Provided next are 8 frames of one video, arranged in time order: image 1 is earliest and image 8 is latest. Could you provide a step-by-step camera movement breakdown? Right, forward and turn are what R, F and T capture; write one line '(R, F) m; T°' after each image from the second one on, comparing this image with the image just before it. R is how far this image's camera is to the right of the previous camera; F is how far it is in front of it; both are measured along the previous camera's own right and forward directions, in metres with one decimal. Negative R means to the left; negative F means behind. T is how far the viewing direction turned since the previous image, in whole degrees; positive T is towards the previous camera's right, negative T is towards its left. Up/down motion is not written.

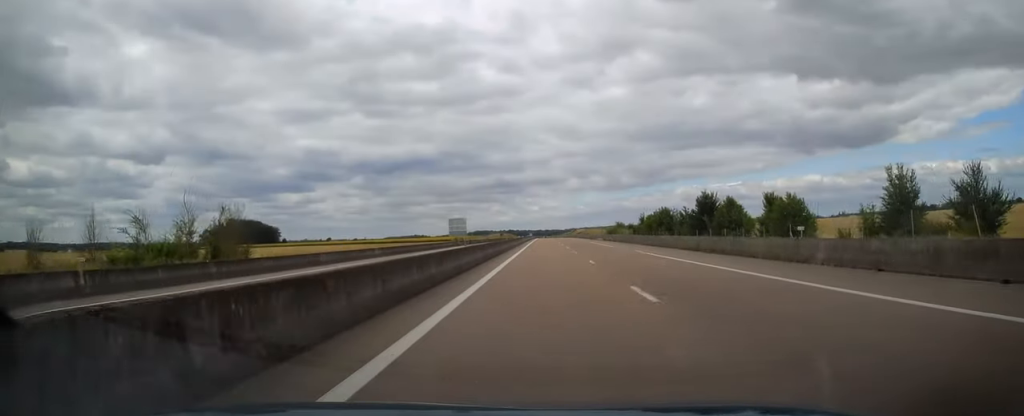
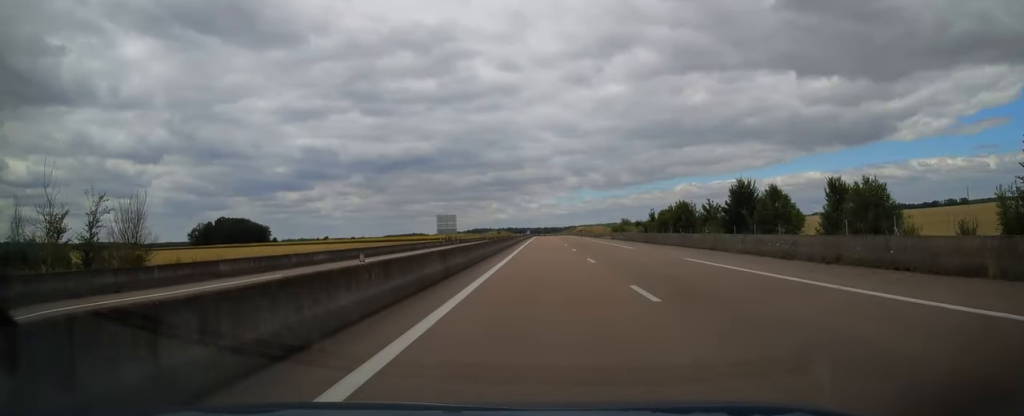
(+0.1, +13.2) m; 0°
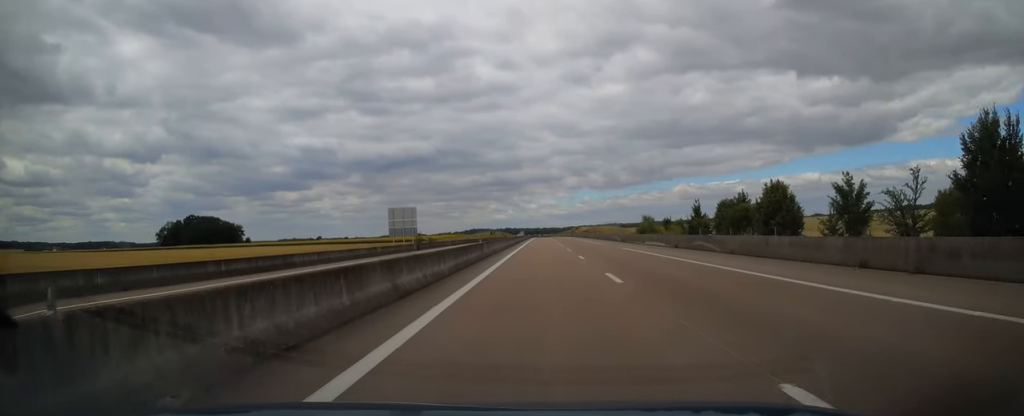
(0.0, +34.7) m; 0°
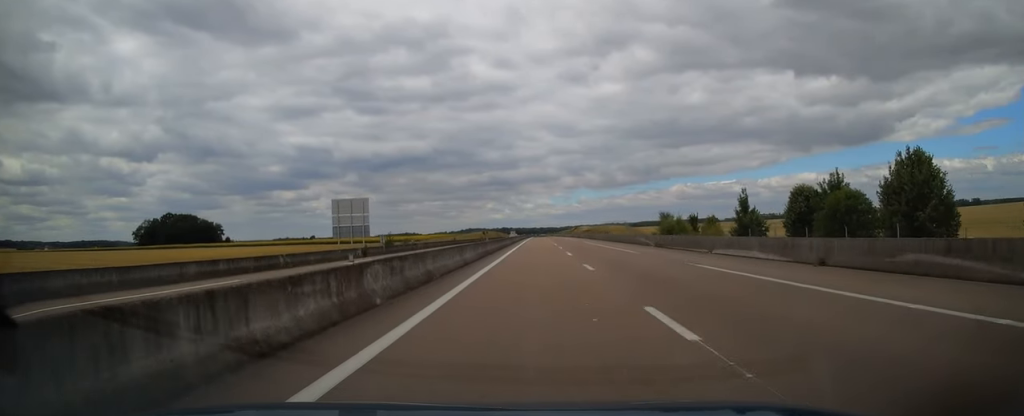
(0.0, +20.5) m; 0°
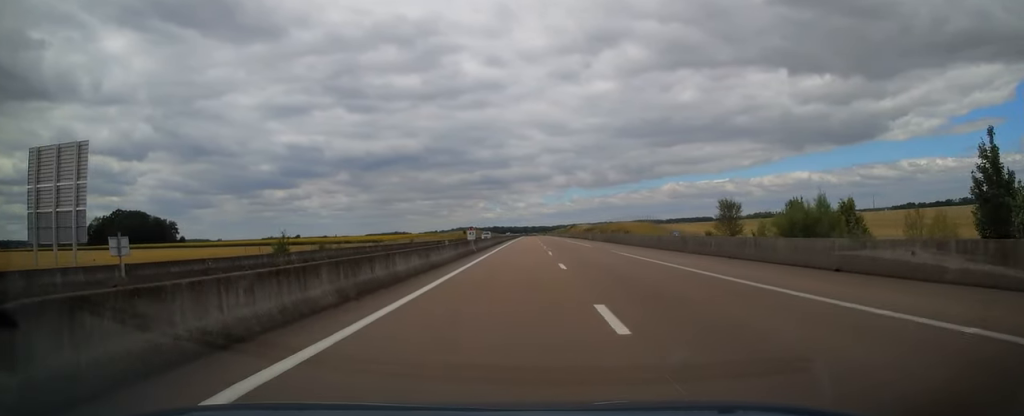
(+0.1, +38.1) m; +1°
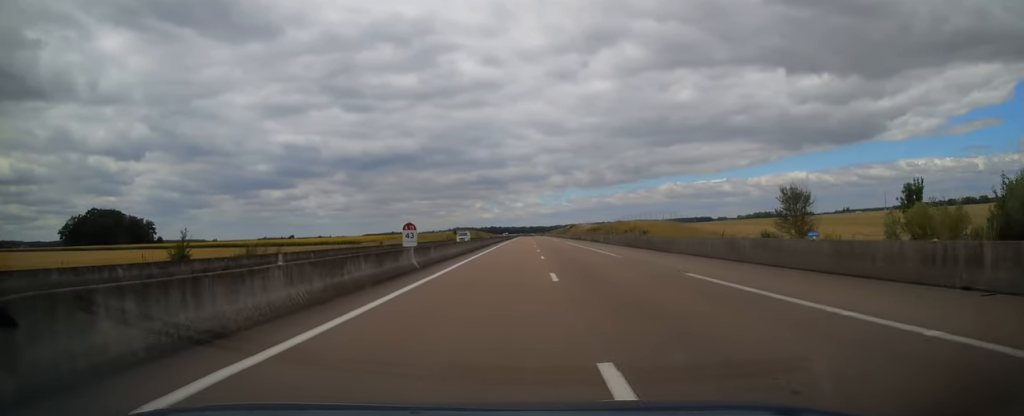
(+0.2, +17.6) m; +1°
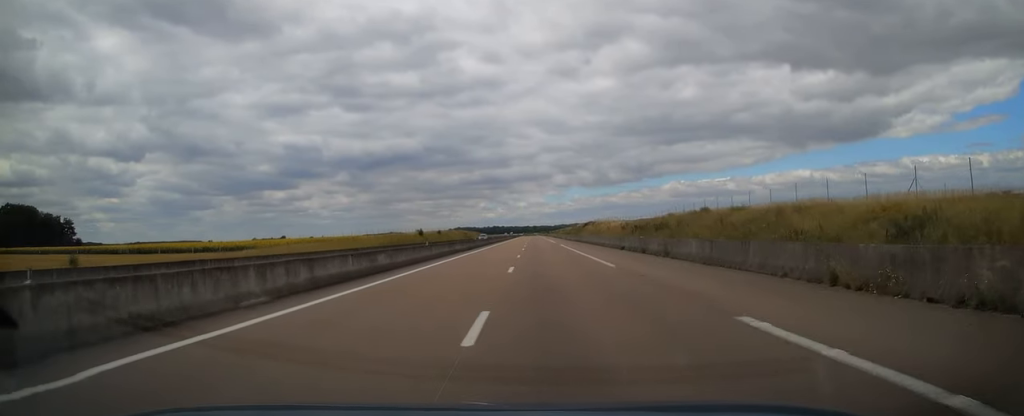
(-0.5, +60.1) m; -1°
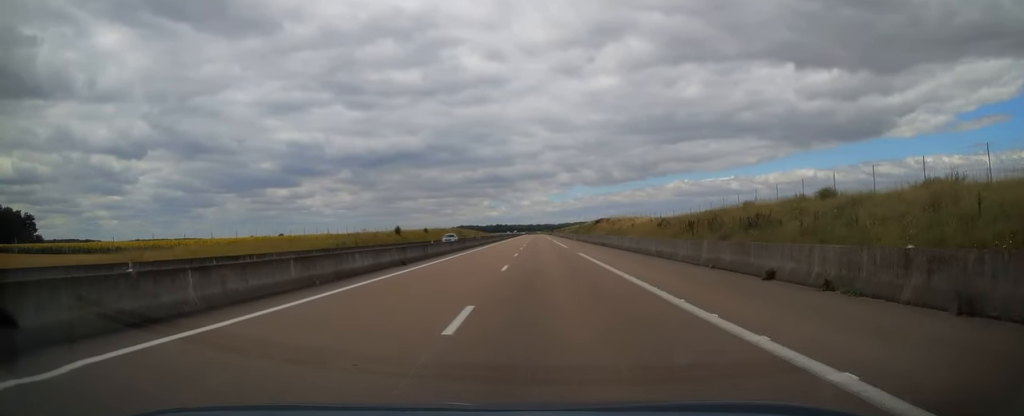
(+0.2, +24.9) m; 0°
